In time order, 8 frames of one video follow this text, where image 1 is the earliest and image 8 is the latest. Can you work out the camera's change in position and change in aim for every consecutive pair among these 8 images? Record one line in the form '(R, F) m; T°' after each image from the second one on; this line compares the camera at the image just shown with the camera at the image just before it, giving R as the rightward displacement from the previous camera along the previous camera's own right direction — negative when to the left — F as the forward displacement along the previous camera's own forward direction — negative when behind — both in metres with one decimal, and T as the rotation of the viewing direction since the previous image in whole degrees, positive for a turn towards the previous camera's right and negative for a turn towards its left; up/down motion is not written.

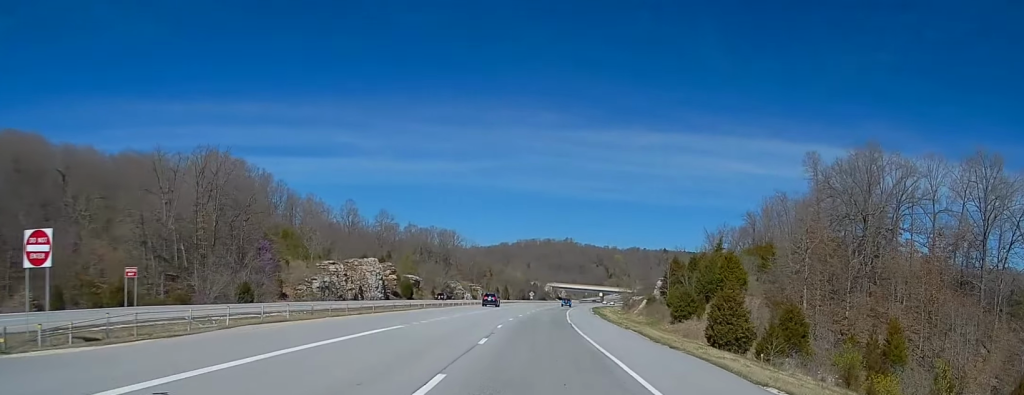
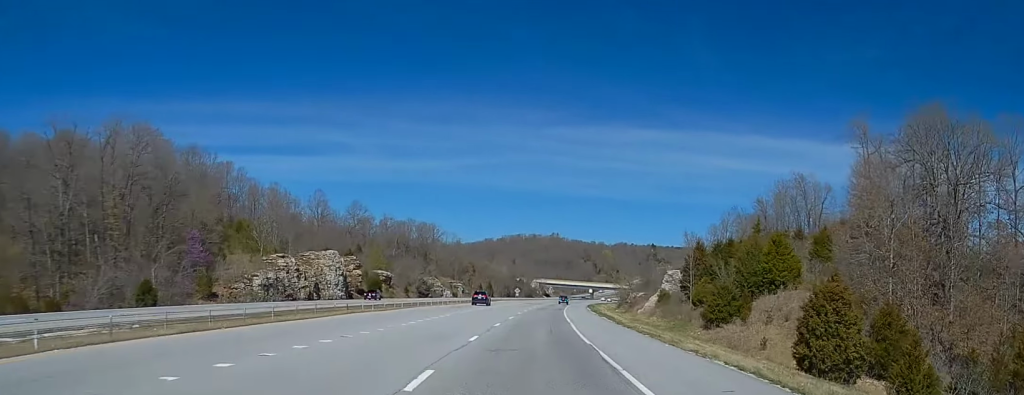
(-0.3, +24.1) m; 0°
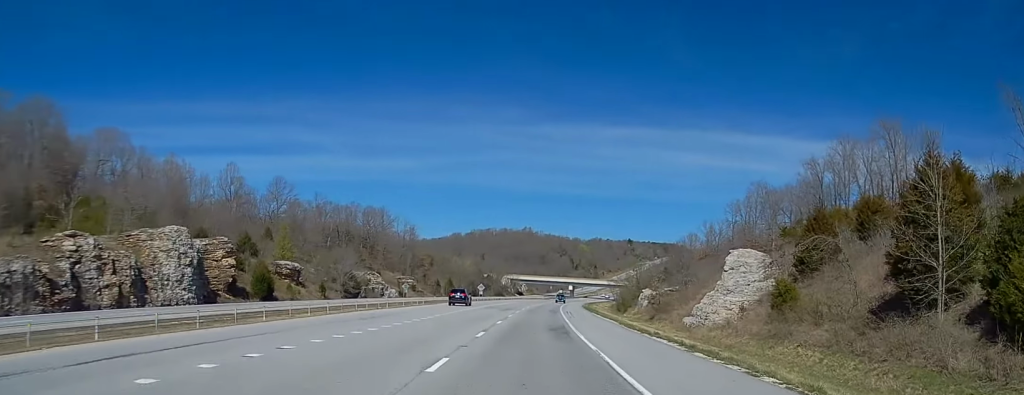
(+1.4, +57.6) m; +2°
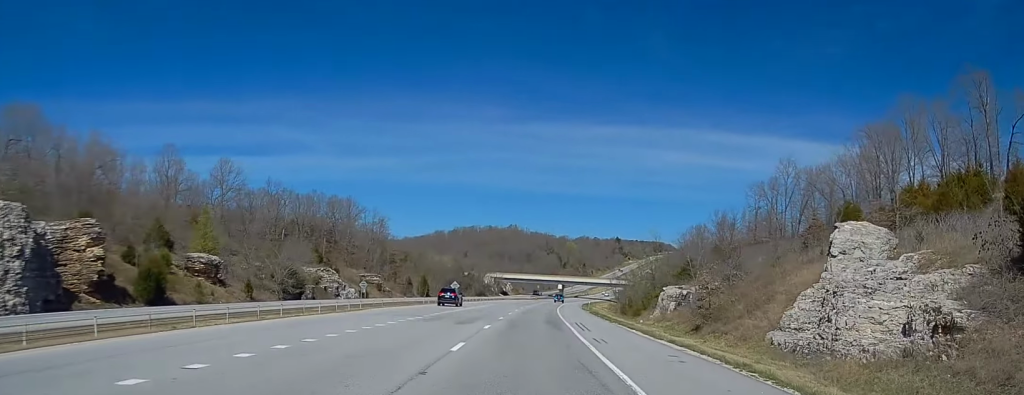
(+0.2, +31.3) m; +2°
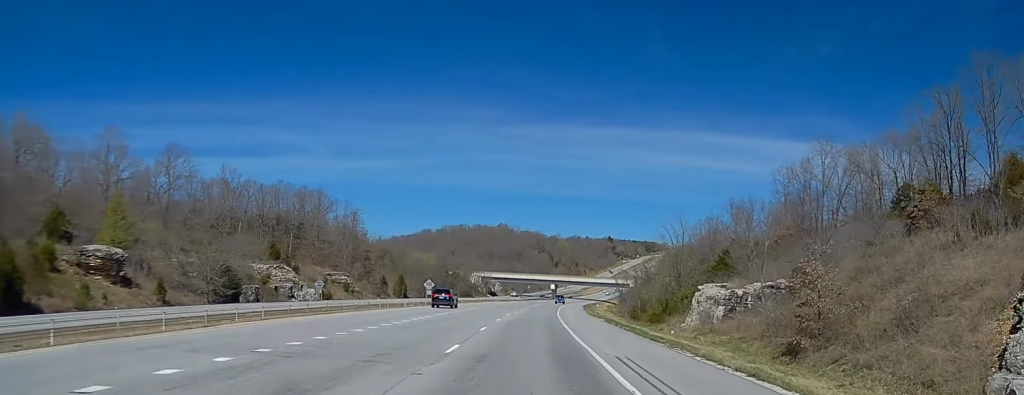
(+0.4, +24.8) m; +1°
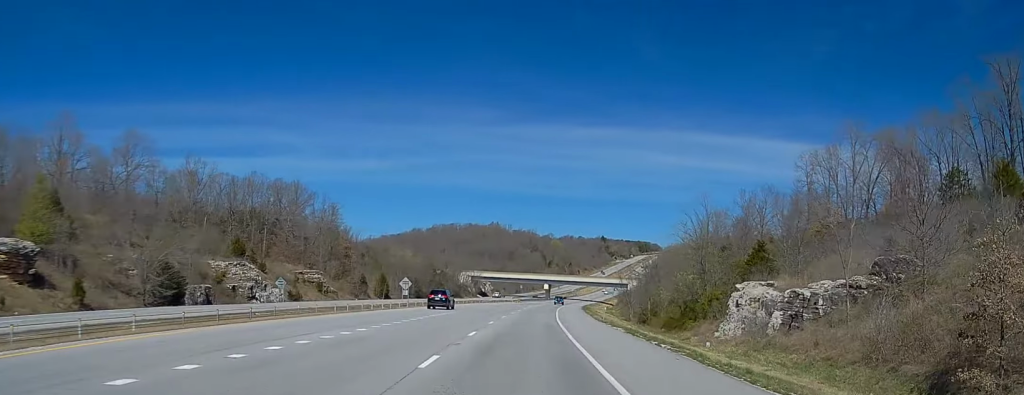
(+0.1, +15.6) m; +1°
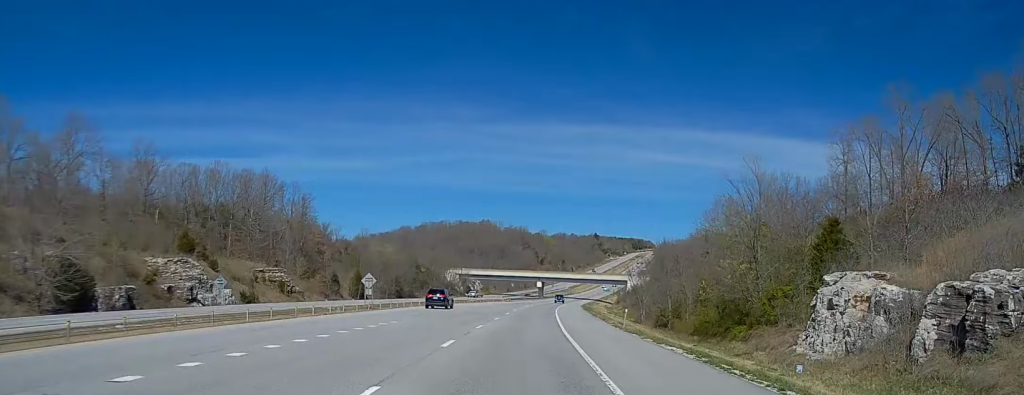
(0.0, +18.7) m; 0°
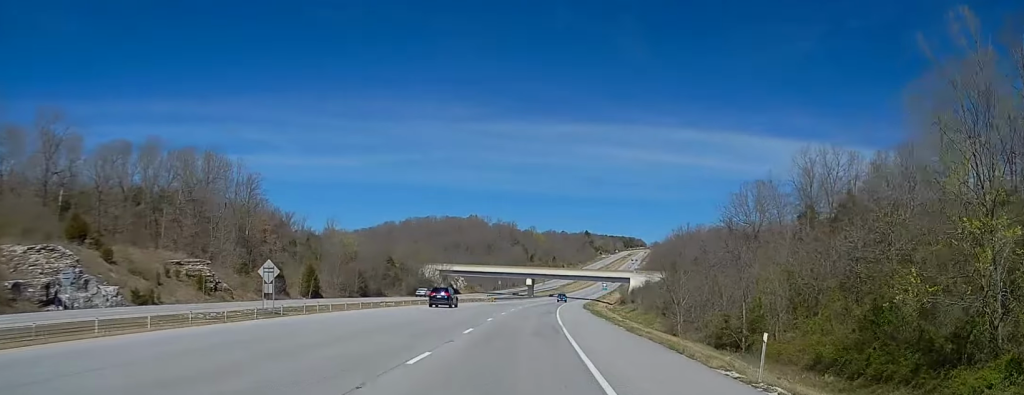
(+0.1, +29.5) m; 0°
